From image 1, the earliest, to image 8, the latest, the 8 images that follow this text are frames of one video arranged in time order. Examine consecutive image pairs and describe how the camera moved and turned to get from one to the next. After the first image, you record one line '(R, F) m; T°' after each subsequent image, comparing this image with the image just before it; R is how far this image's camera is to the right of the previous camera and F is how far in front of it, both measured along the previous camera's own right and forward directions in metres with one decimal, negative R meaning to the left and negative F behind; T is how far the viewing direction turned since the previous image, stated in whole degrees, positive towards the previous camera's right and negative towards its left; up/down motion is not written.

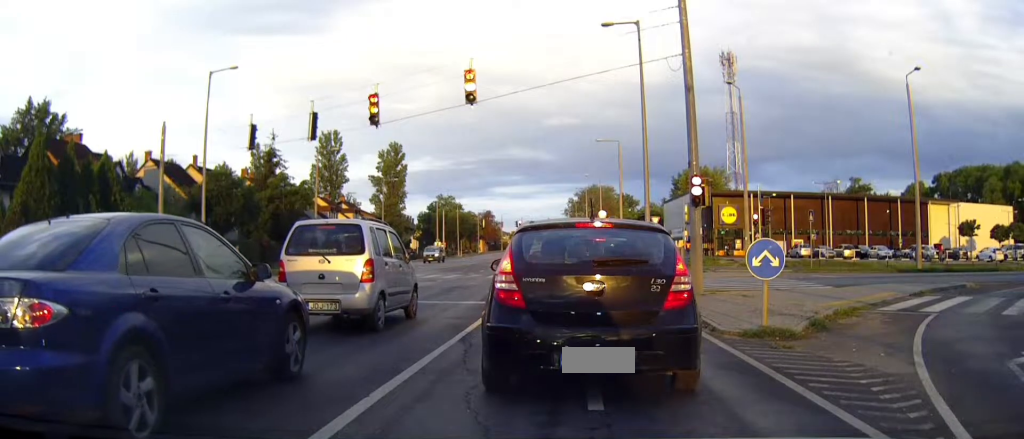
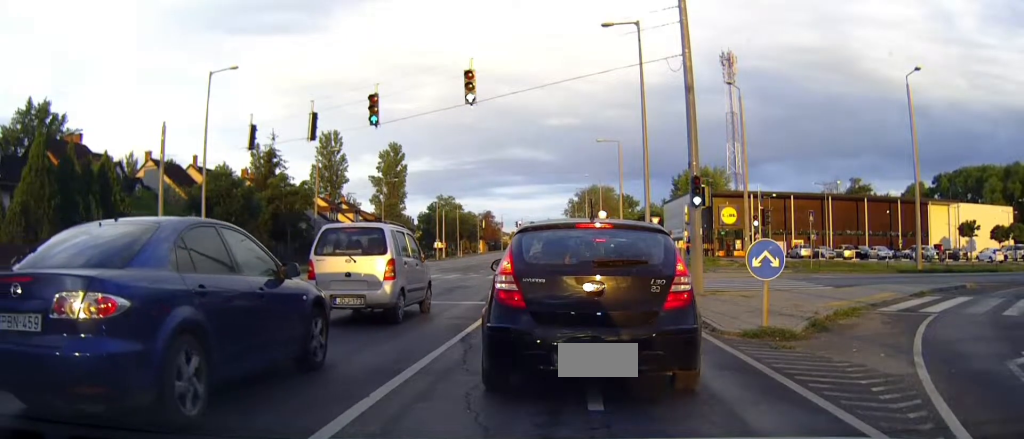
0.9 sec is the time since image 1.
(0.0, 0.0) m; 0°
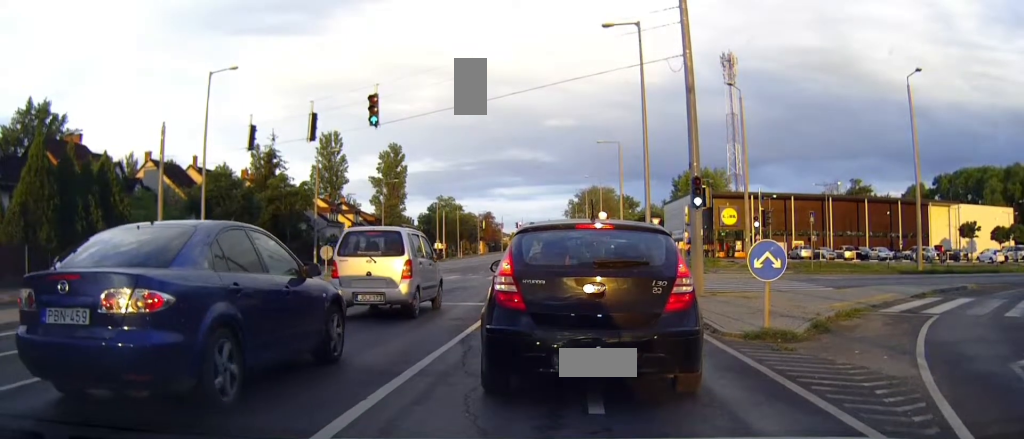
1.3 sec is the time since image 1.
(0.0, 0.0) m; 0°
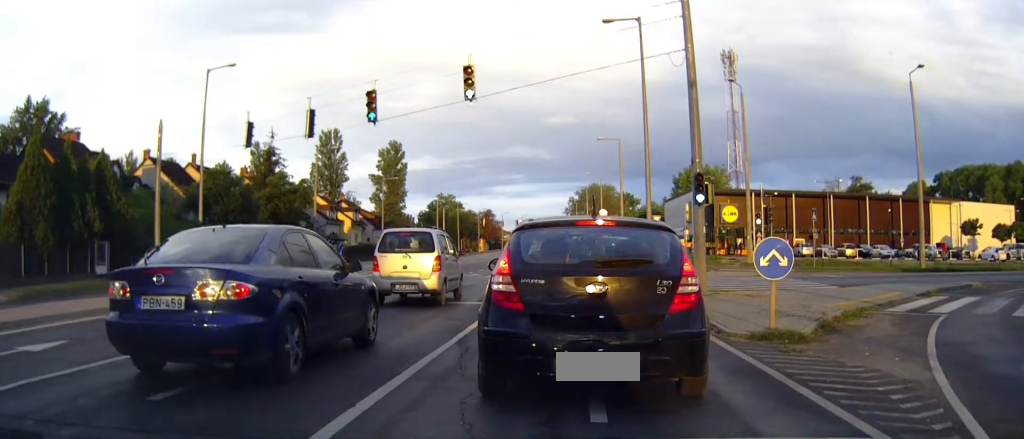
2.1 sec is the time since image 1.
(0.0, 0.0) m; 0°
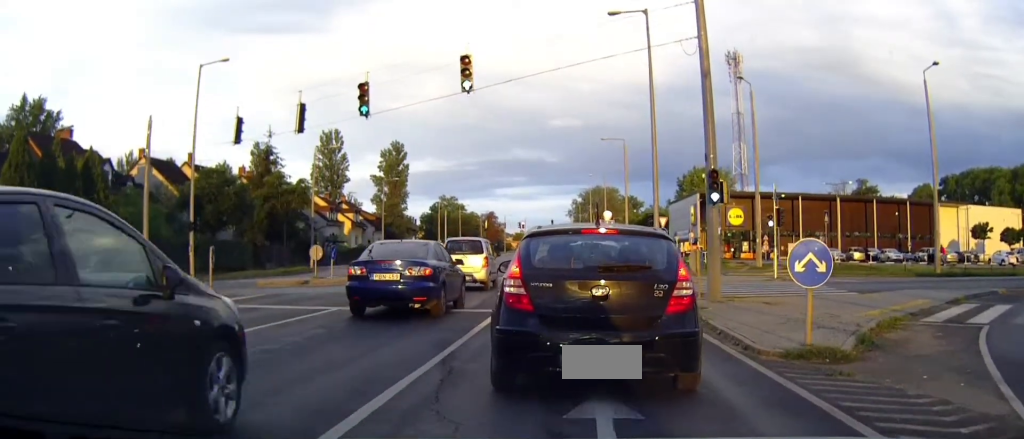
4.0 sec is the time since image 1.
(0.0, 0.0) m; 0°
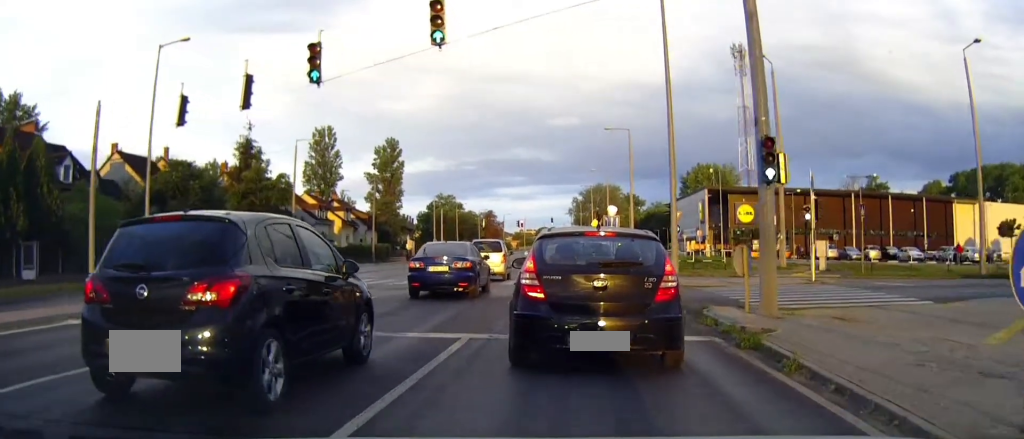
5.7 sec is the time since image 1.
(0.0, +0.4) m; 0°
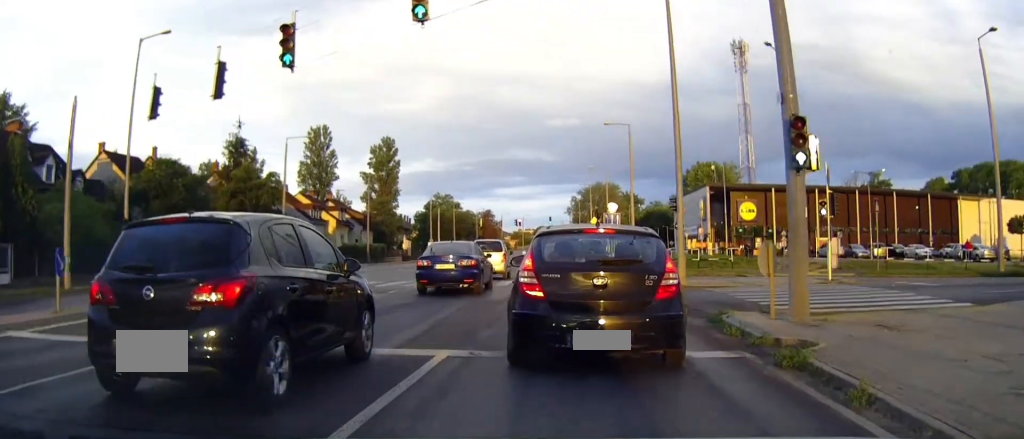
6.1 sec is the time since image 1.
(0.0, +0.7) m; 0°
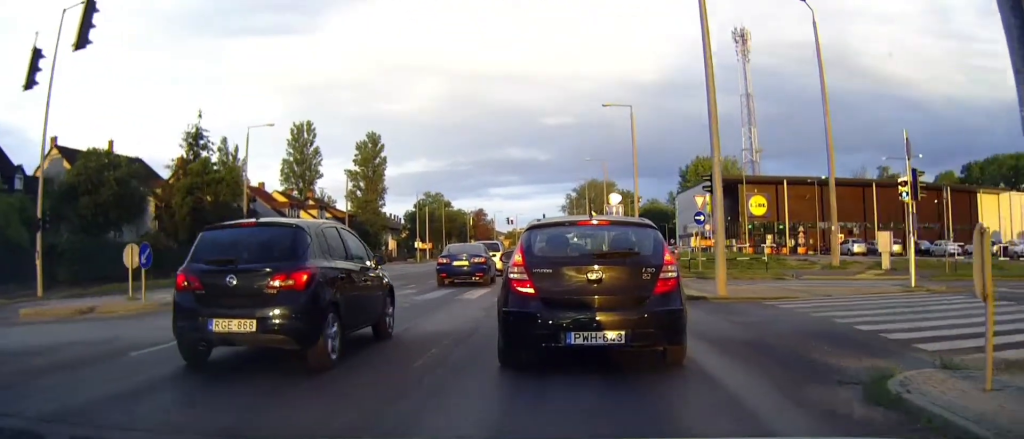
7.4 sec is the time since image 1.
(0.0, +4.9) m; 0°
